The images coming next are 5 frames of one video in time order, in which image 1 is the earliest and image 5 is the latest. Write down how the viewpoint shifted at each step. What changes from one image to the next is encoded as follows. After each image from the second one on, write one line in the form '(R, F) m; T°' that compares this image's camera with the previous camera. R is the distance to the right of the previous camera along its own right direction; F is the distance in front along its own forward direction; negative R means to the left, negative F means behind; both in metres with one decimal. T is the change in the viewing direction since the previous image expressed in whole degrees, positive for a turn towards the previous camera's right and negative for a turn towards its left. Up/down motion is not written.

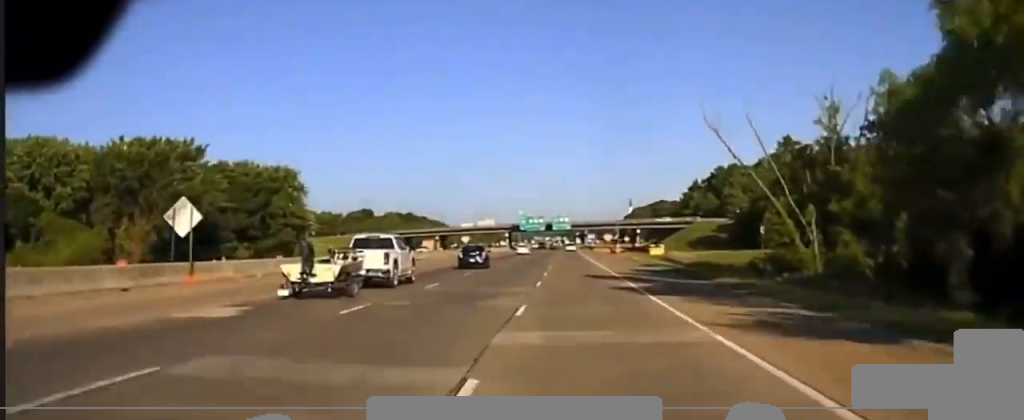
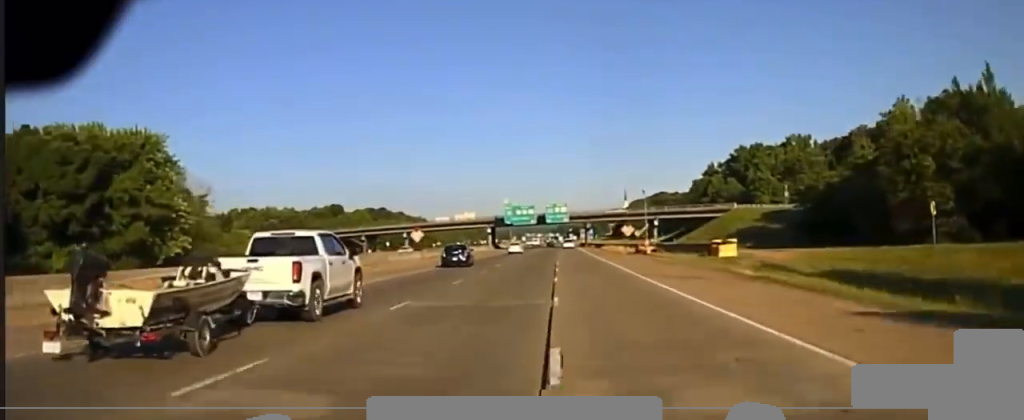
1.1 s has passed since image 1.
(+1.0, +46.2) m; +2°
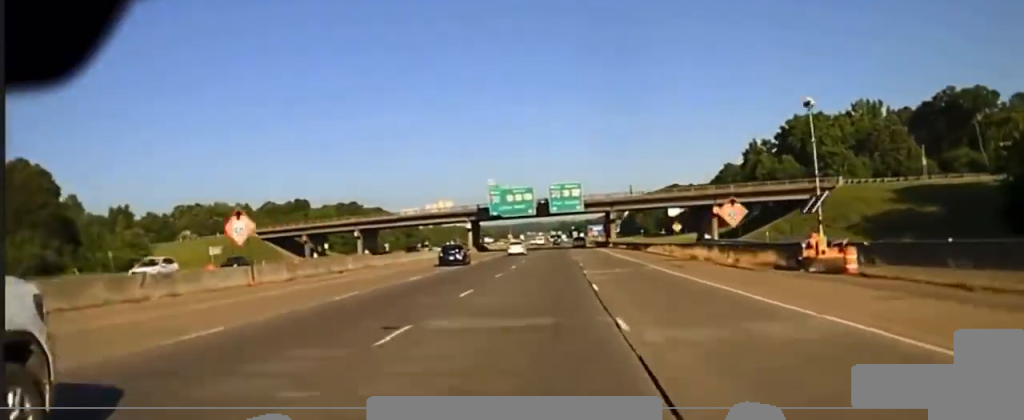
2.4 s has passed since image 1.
(+0.3, +55.8) m; +1°
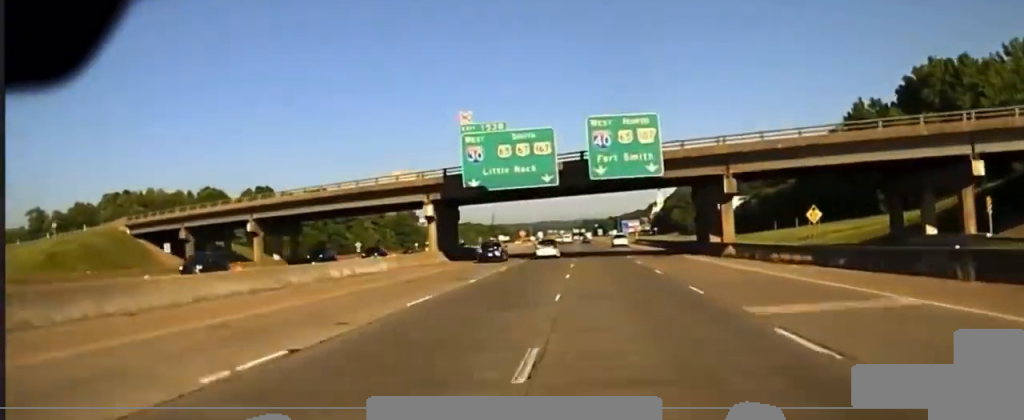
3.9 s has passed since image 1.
(+0.3, +64.3) m; 0°
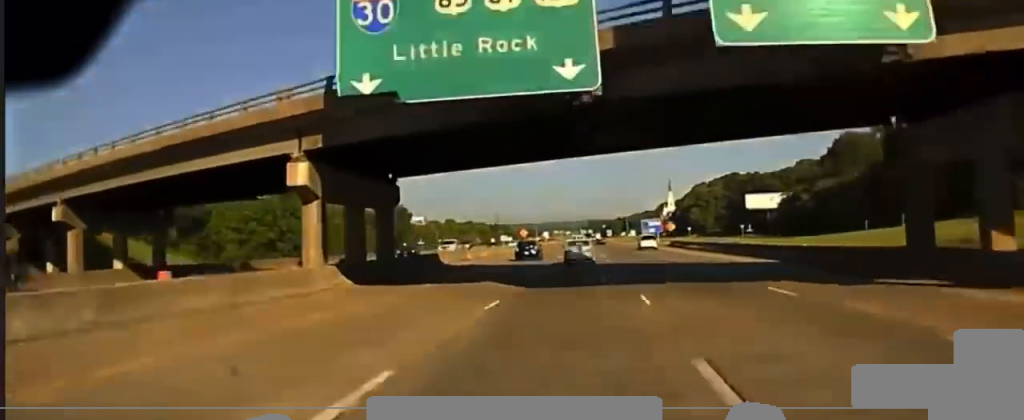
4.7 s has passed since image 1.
(-0.4, +38.5) m; -1°
